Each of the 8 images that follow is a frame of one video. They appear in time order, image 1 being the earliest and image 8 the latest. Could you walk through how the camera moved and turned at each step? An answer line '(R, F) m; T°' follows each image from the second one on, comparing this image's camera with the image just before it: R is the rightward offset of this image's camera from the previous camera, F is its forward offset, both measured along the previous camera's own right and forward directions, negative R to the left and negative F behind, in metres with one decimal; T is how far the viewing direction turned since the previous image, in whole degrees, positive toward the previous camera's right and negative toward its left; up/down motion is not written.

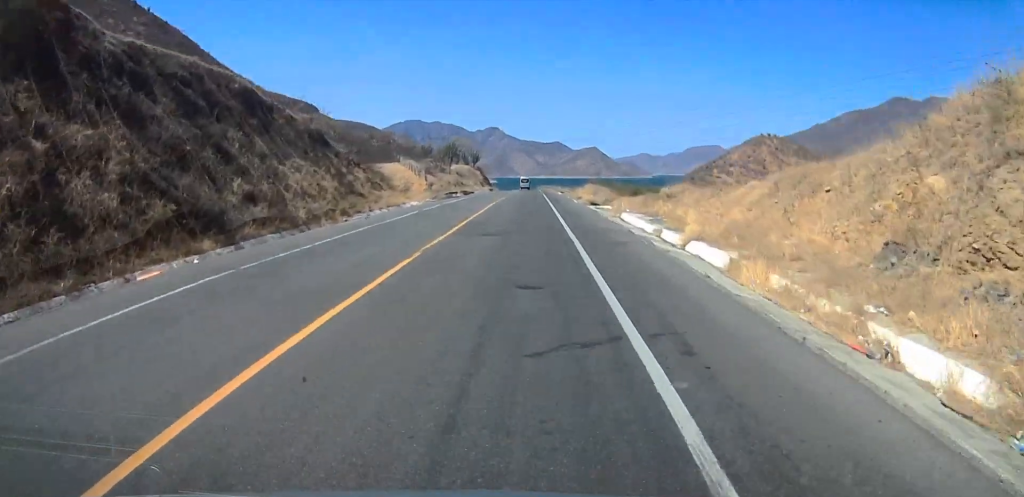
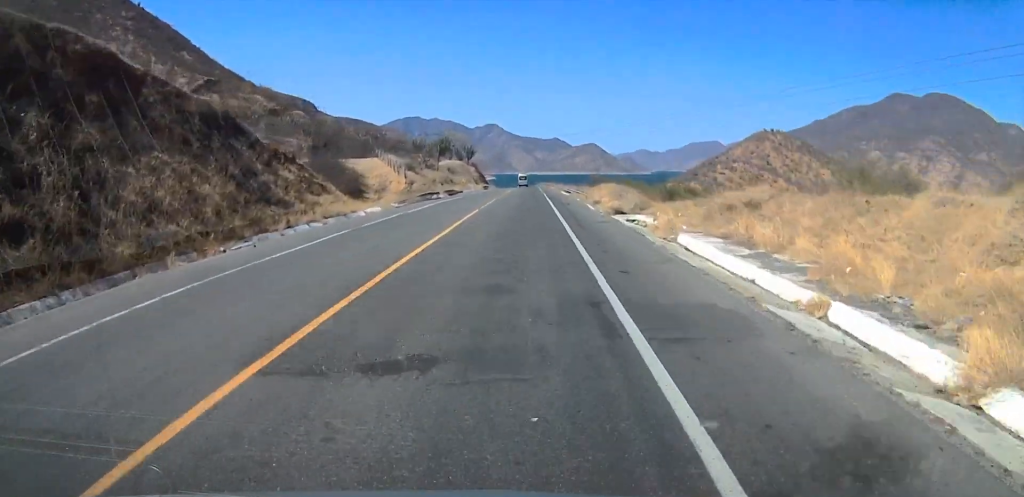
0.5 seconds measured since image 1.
(0.0, +13.6) m; 0°
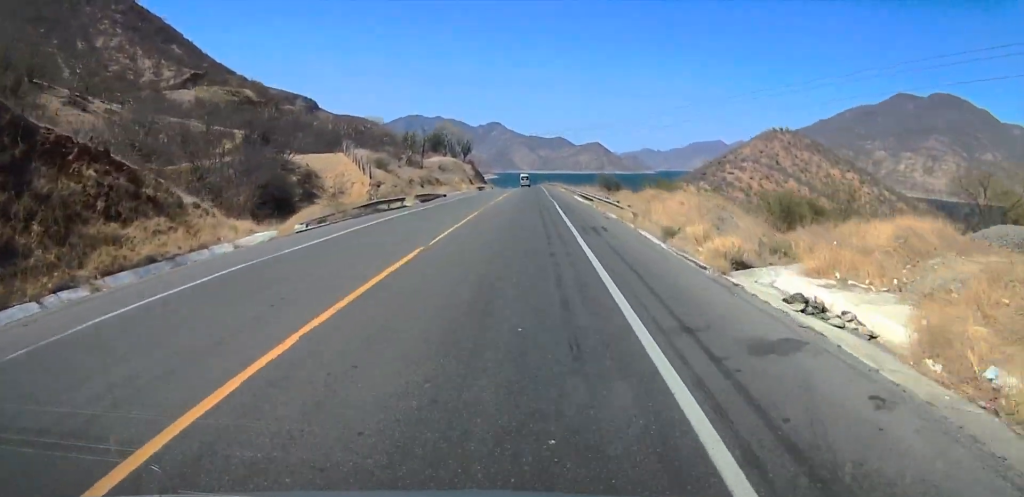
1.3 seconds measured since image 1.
(0.0, +18.7) m; 0°
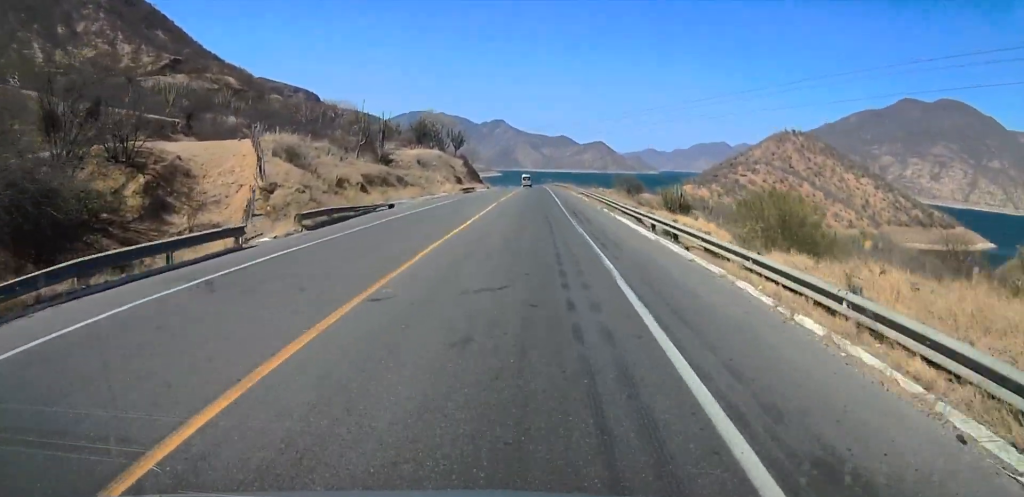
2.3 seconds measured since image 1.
(0.0, +26.2) m; 0°
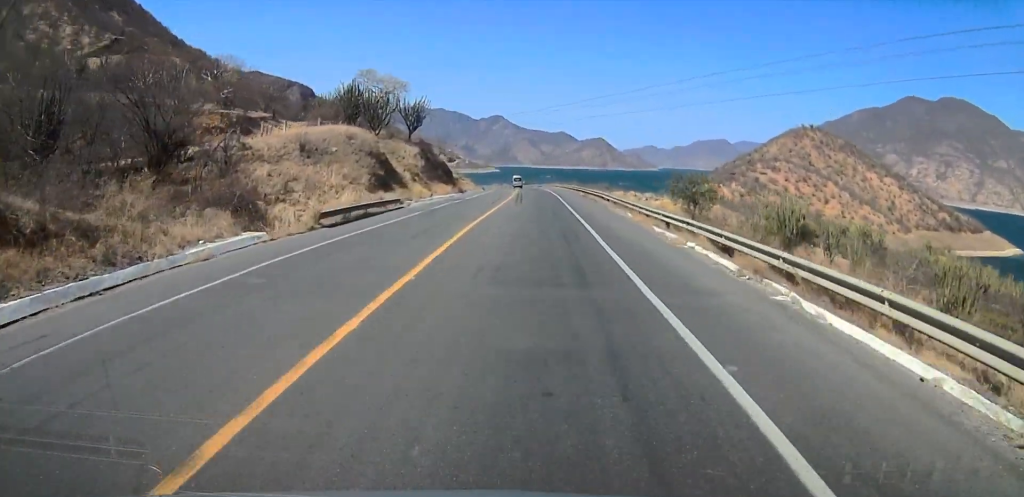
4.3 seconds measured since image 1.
(0.0, +50.5) m; 0°
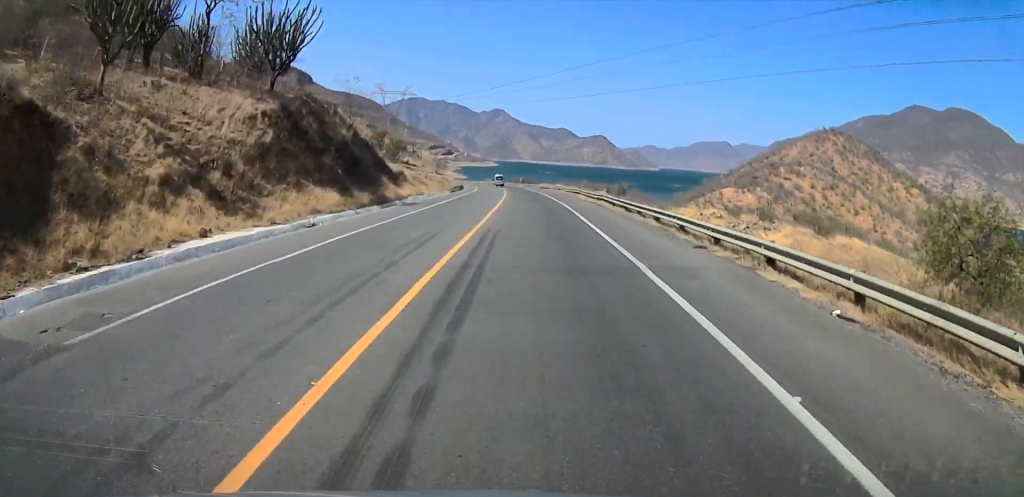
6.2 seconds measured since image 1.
(0.0, +48.8) m; 0°
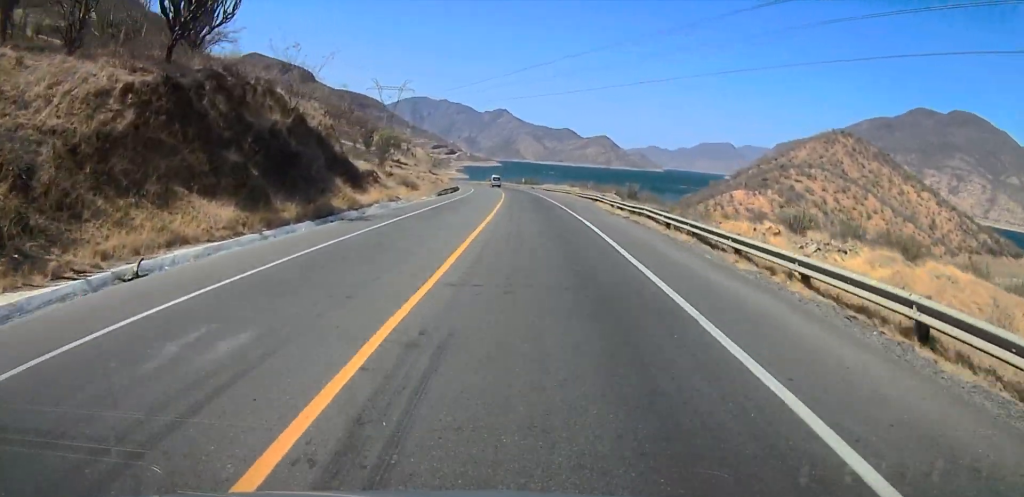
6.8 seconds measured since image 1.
(0.0, +13.5) m; 0°
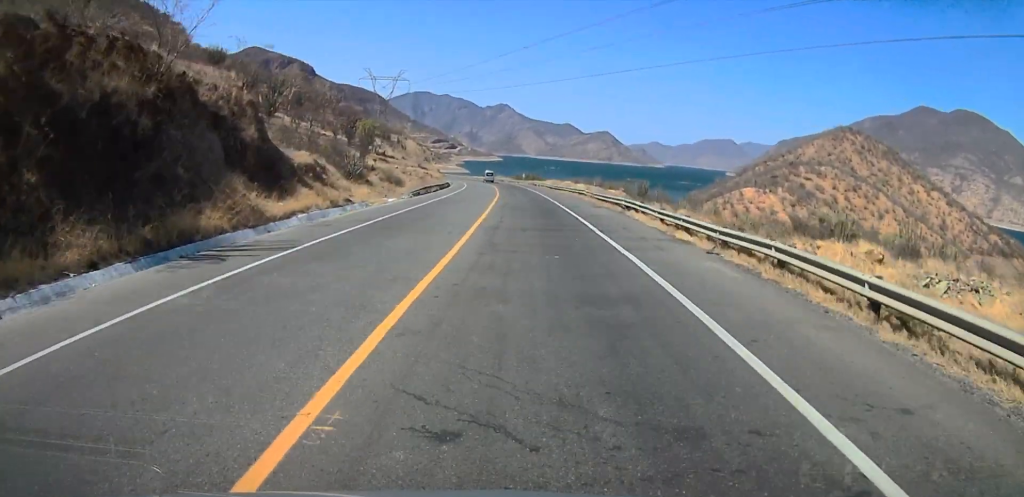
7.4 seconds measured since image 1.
(0.0, +14.3) m; 0°
